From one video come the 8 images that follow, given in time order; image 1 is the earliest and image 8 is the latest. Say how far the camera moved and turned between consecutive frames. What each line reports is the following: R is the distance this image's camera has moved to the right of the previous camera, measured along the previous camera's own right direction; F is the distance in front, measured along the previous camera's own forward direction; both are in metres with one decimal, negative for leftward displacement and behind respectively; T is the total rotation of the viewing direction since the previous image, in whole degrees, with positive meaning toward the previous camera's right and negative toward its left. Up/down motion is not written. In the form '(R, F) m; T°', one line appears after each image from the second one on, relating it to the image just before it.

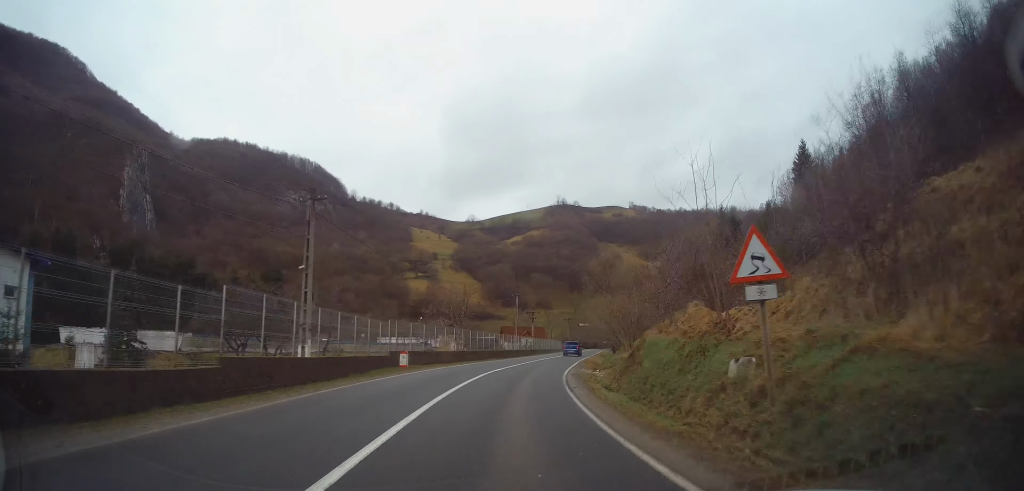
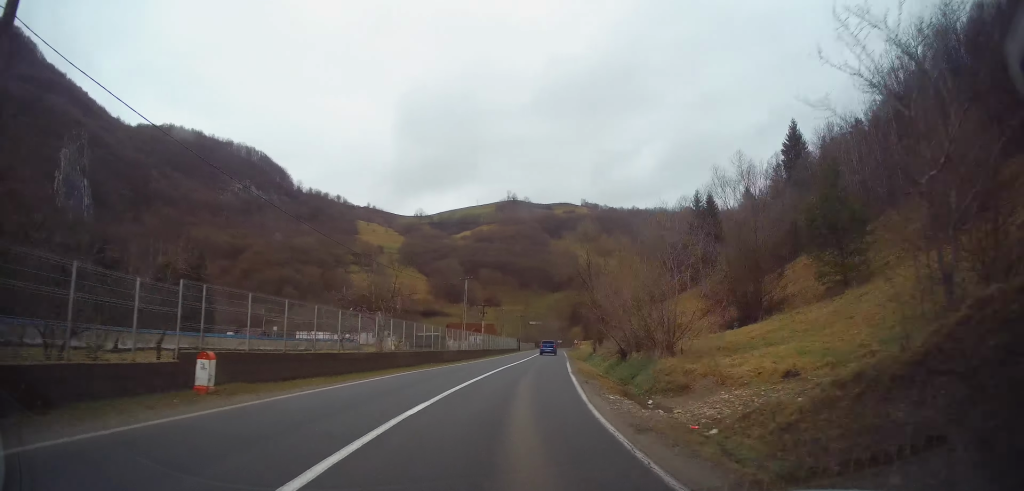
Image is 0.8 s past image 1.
(+0.6, +15.6) m; +5°
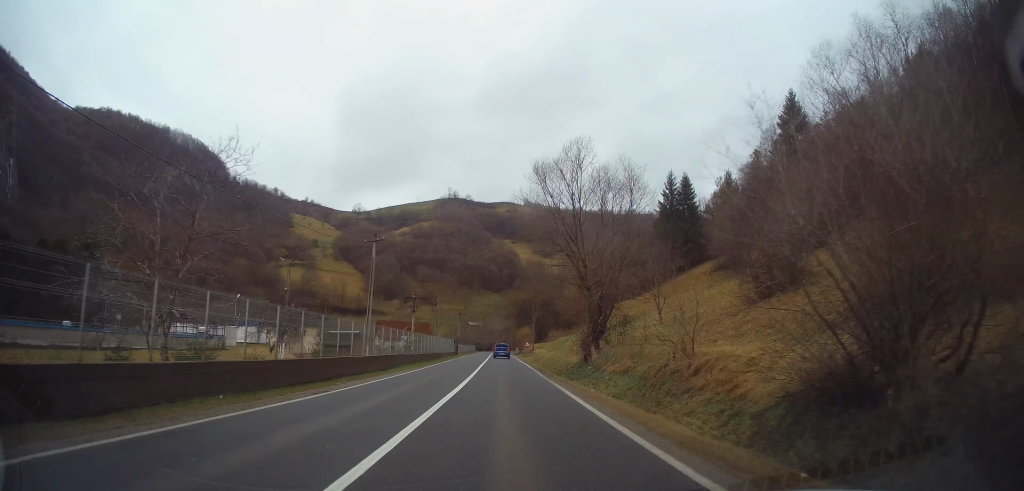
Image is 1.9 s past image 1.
(+1.0, +19.7) m; +5°
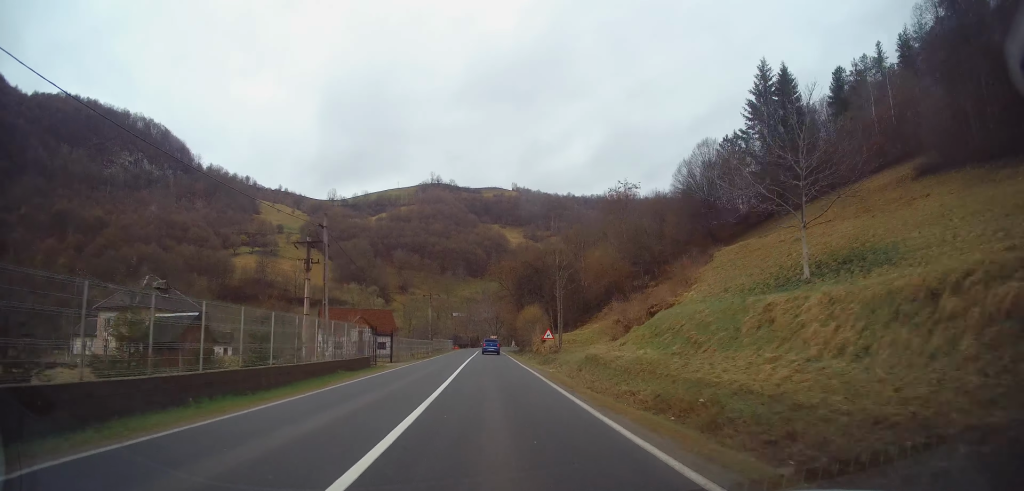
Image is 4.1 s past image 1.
(+1.2, +43.8) m; +2°
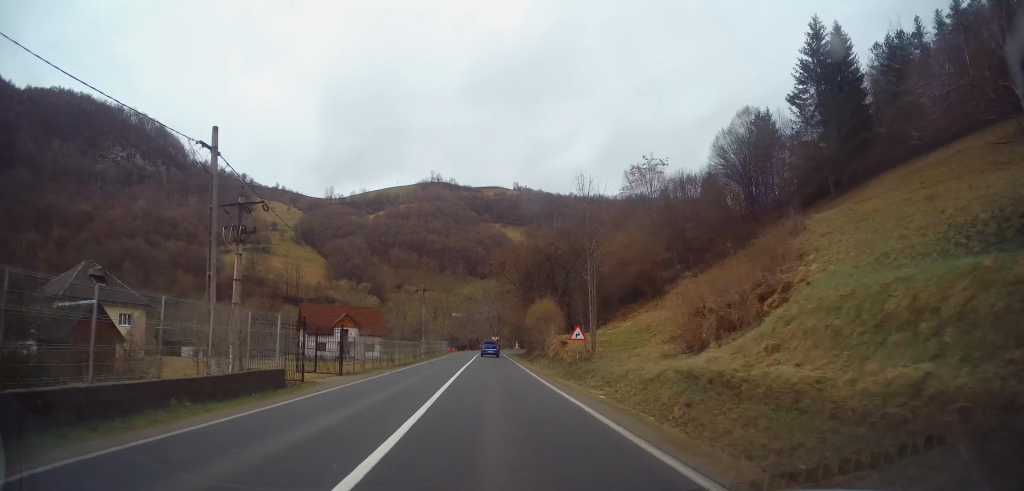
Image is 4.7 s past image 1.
(+0.1, +11.8) m; 0°
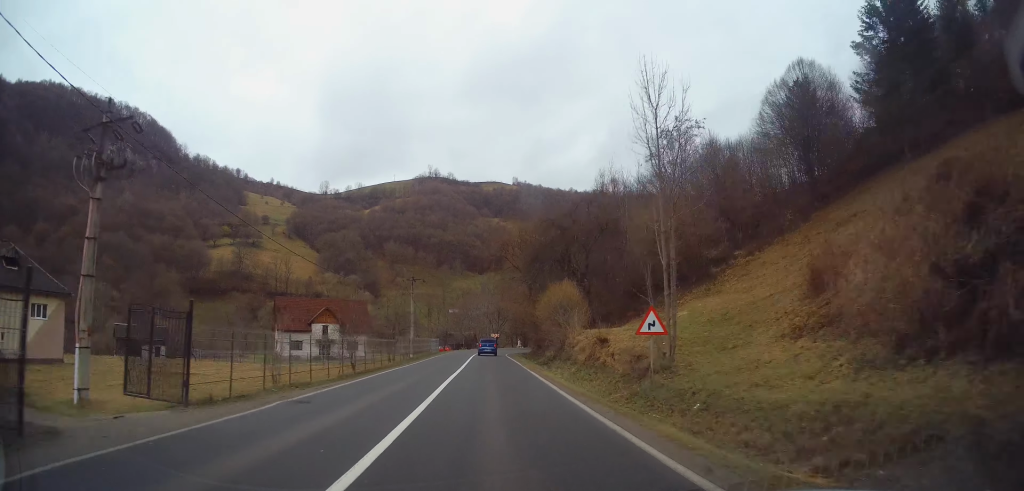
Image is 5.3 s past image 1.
(+0.2, +11.8) m; 0°
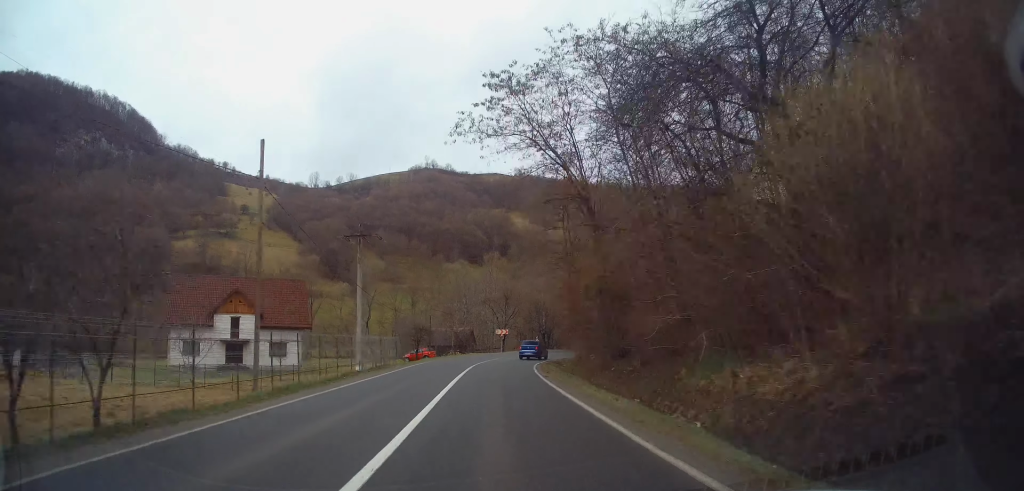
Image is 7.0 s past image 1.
(-0.7, +31.7) m; -1°
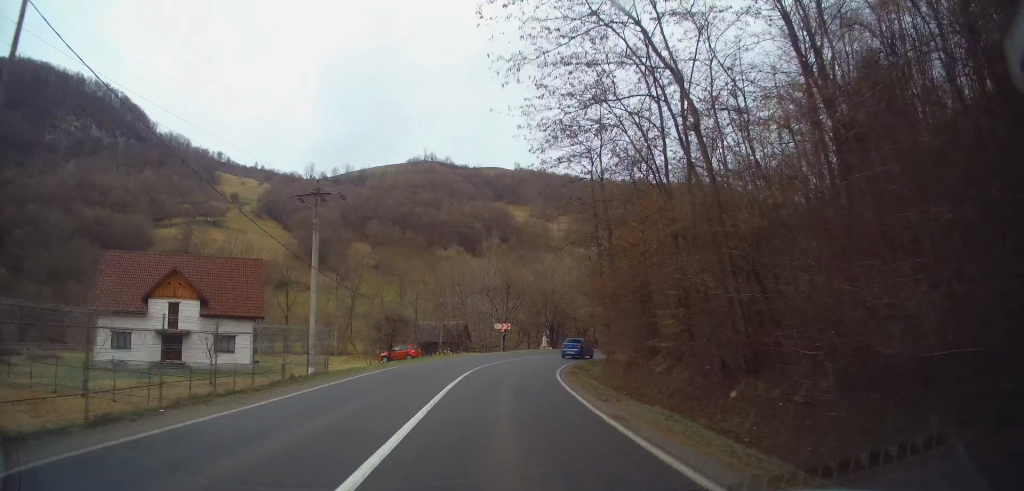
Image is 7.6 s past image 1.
(-0.1, +10.9) m; +2°
